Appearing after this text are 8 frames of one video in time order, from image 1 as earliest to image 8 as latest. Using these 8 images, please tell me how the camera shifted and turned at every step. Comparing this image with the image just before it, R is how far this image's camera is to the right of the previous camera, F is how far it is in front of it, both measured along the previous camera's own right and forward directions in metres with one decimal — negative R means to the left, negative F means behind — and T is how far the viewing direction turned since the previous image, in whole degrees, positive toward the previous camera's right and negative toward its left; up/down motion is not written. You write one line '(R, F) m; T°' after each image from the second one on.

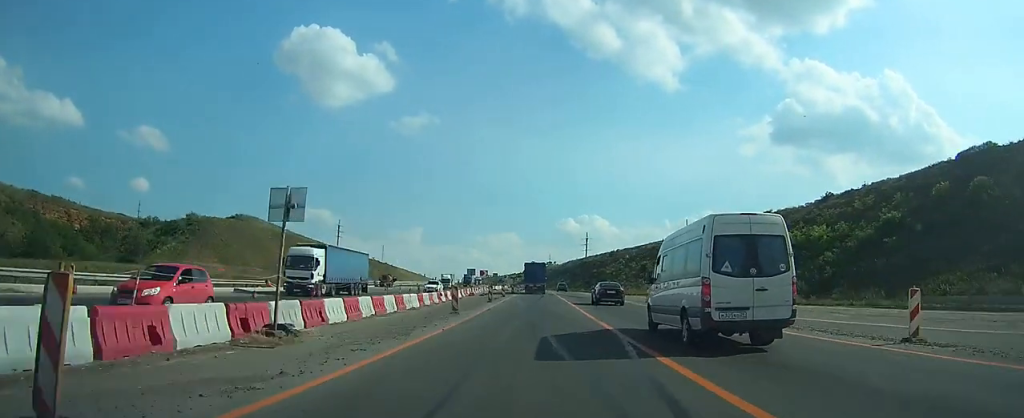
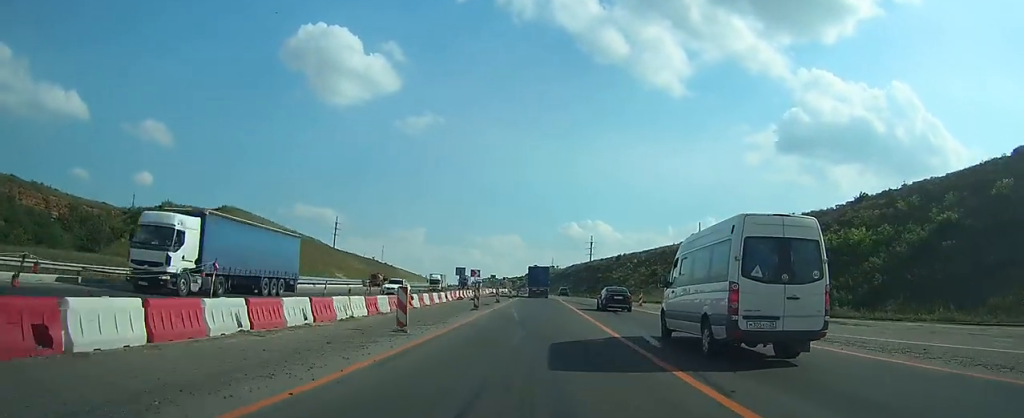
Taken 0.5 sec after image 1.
(+0.2, +10.1) m; +1°
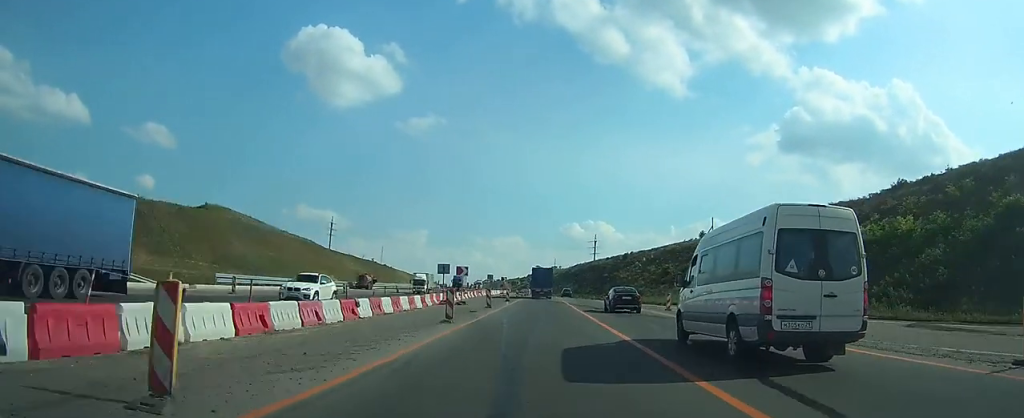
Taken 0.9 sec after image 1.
(+0.1, +10.1) m; +1°
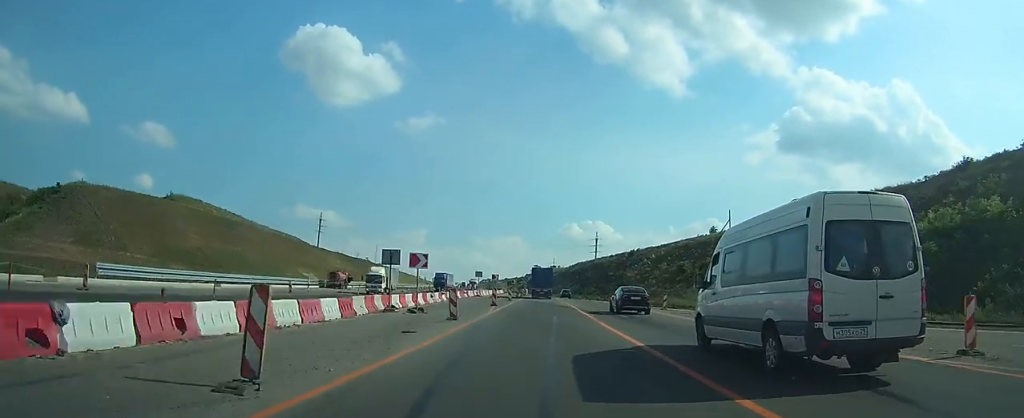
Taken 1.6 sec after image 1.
(+0.2, +14.4) m; +1°
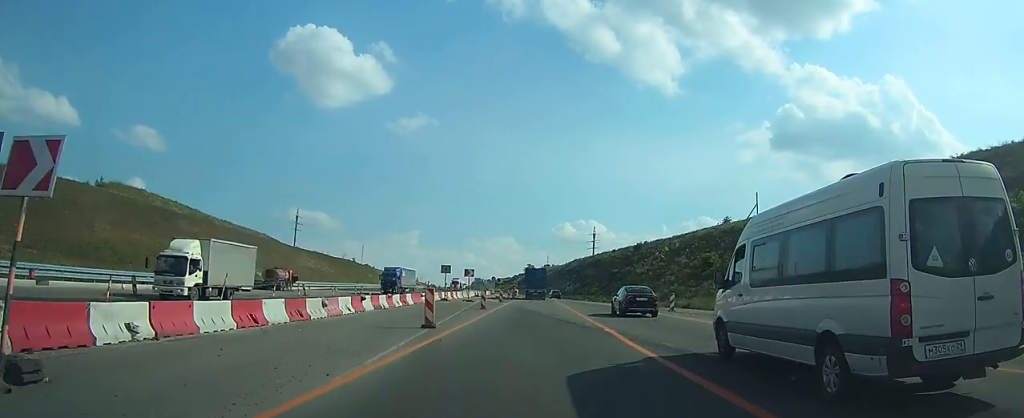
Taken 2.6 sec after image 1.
(+0.1, +21.0) m; +1°
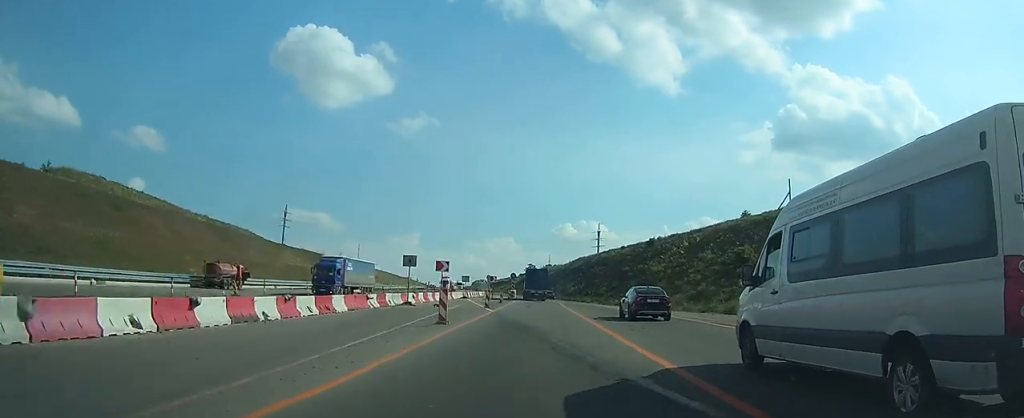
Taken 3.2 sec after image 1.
(+0.1, +14.6) m; 0°
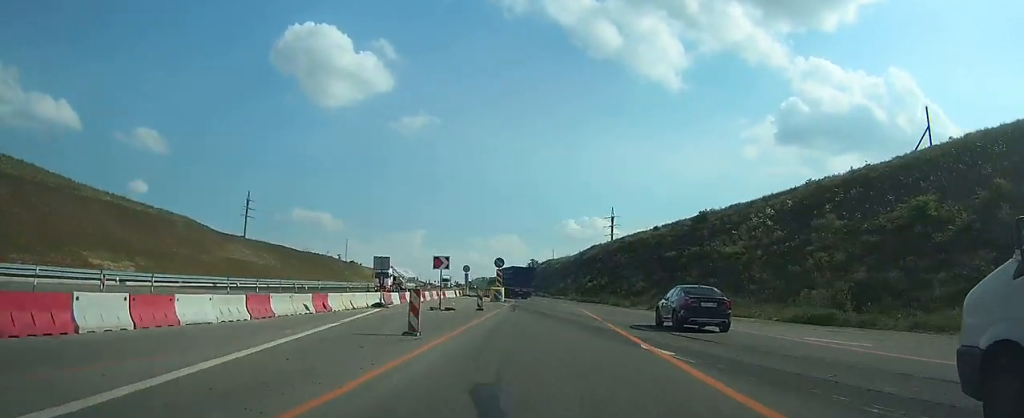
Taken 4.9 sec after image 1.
(+0.2, +37.6) m; 0°
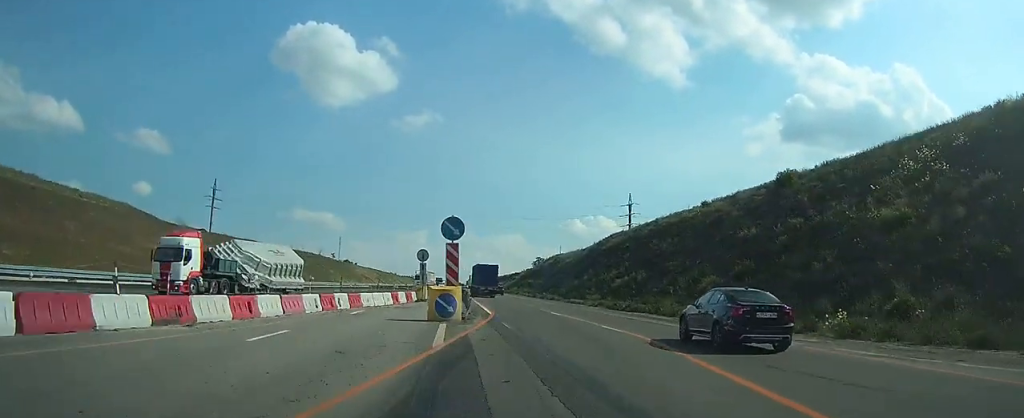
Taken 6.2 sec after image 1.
(0.0, +29.2) m; 0°
